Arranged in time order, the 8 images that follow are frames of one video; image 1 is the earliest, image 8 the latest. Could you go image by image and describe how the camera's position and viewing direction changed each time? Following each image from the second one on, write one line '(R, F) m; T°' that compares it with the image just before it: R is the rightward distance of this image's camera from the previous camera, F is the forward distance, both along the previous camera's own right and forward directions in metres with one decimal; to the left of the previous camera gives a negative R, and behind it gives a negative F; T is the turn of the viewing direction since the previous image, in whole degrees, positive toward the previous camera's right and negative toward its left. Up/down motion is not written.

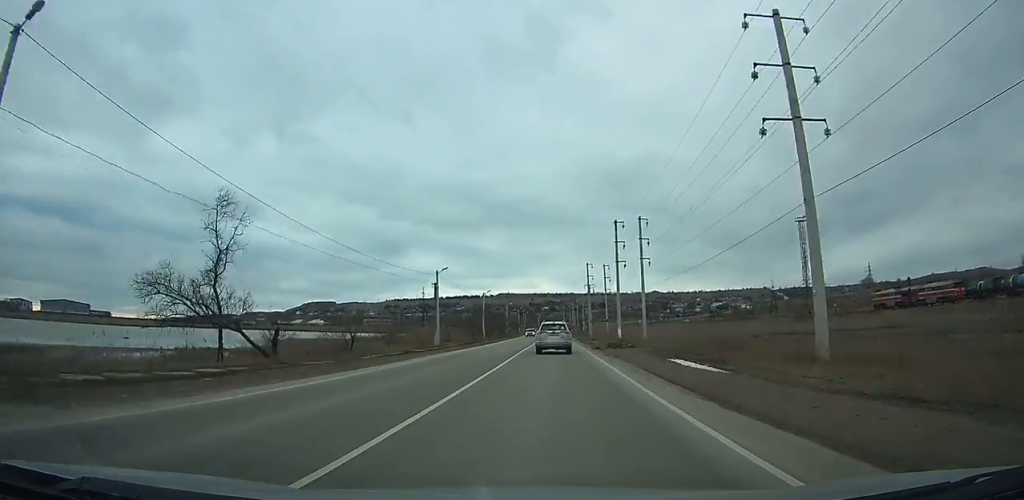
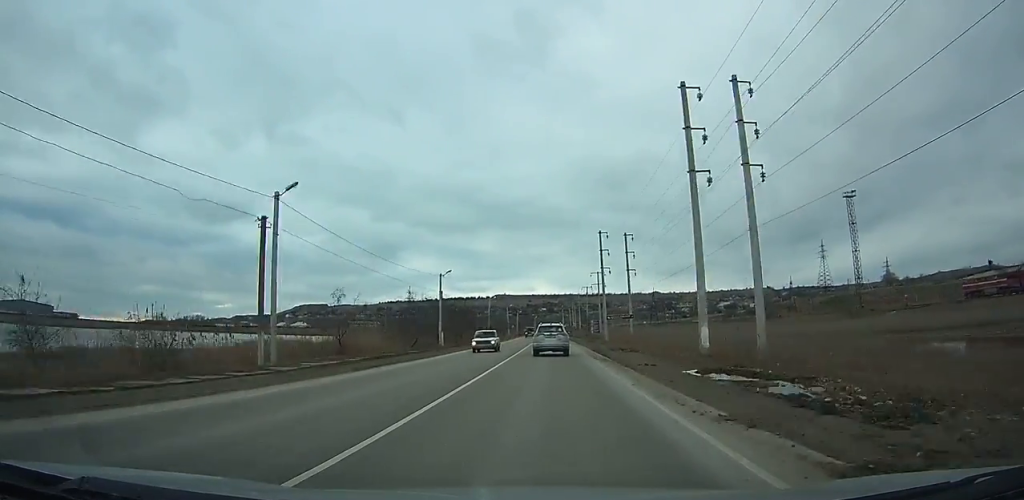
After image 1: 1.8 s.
(0.0, +34.7) m; 0°
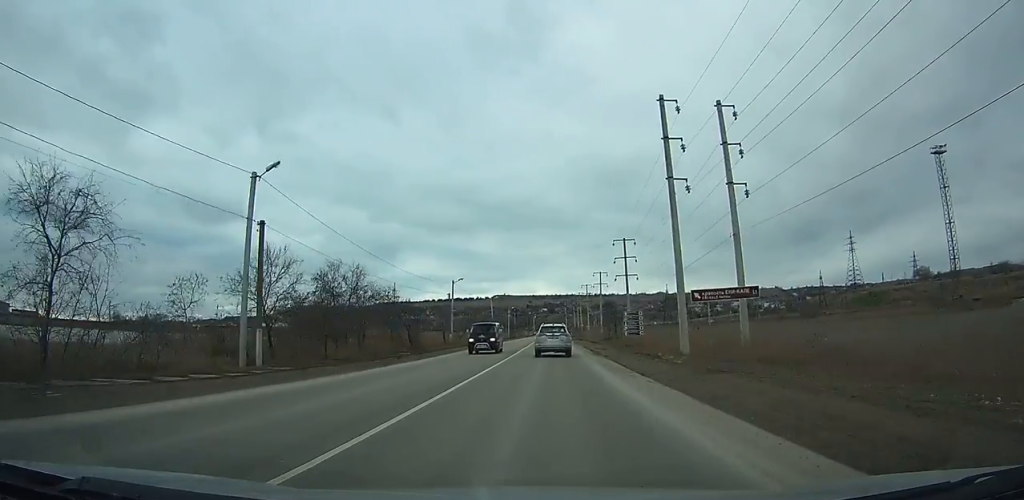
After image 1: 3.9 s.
(-0.1, +40.0) m; 0°
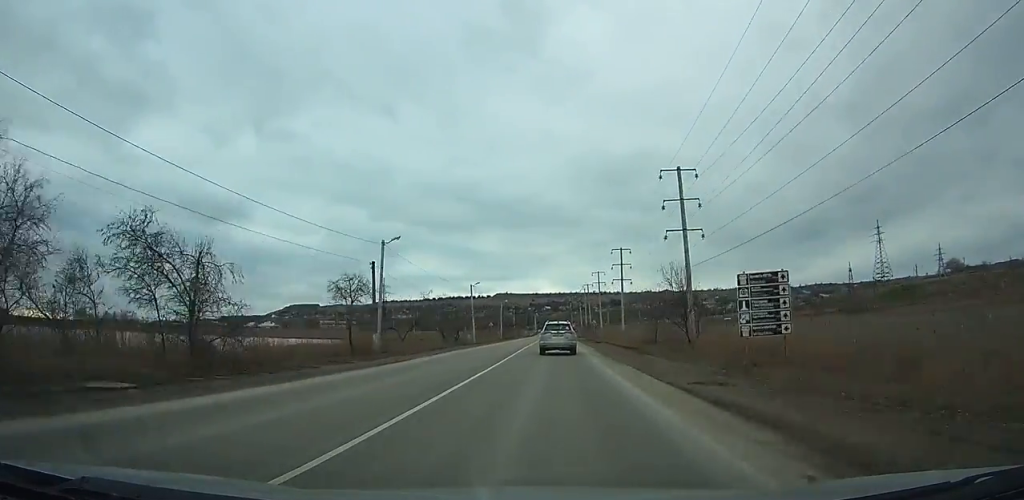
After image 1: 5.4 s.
(0.0, +29.6) m; 0°
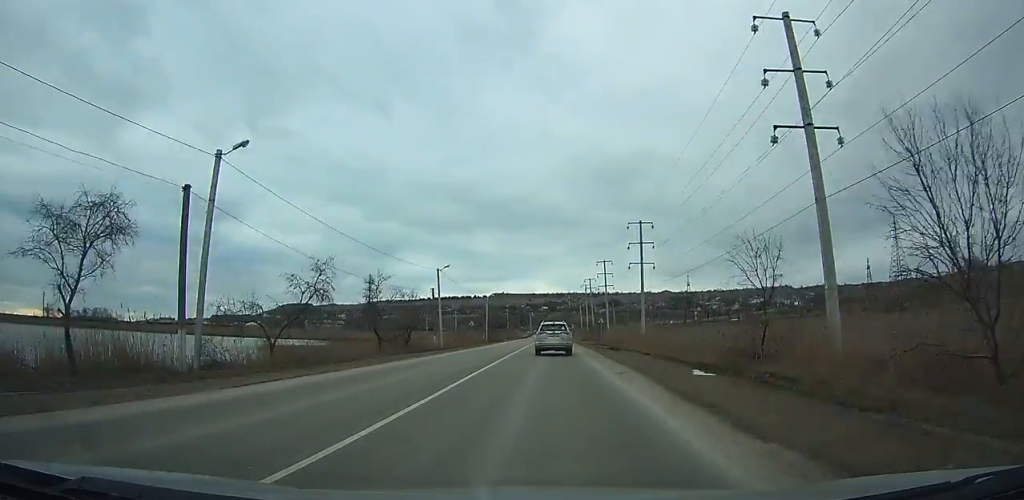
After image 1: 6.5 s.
(+0.1, +20.5) m; 0°
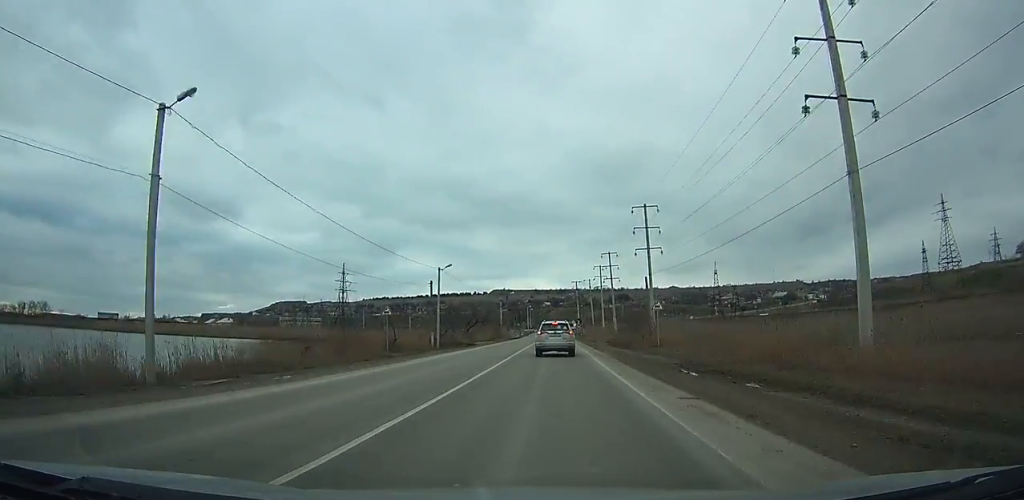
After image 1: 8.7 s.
(-0.2, +40.1) m; 0°
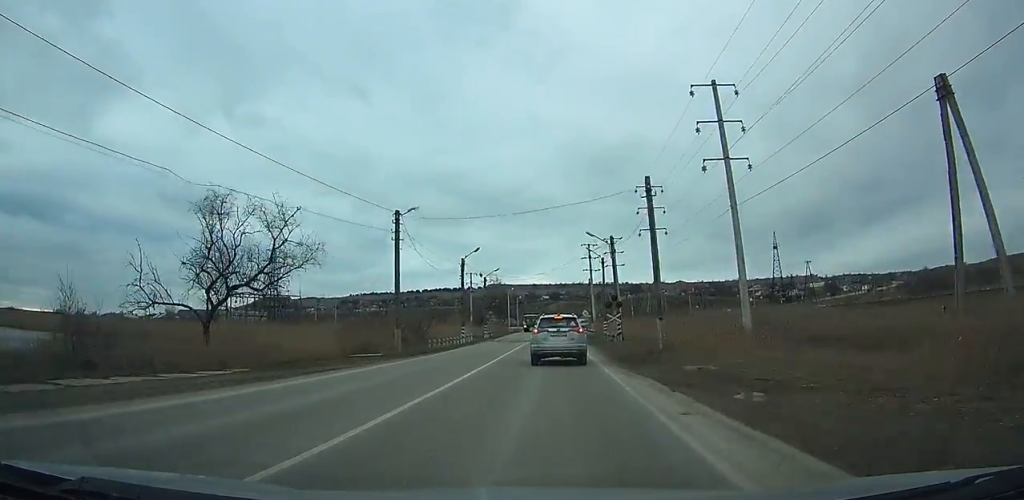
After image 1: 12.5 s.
(0.0, +56.6) m; 0°
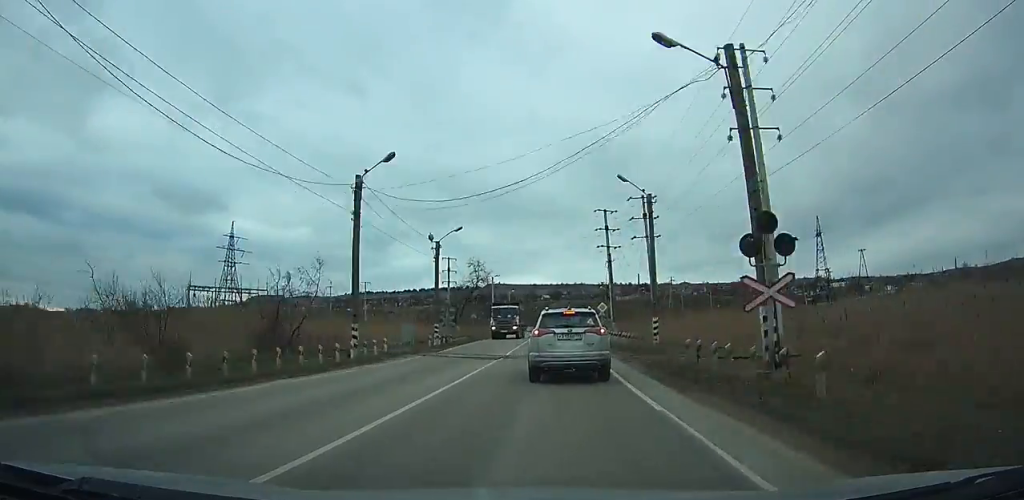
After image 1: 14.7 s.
(-0.1, +23.0) m; 0°
